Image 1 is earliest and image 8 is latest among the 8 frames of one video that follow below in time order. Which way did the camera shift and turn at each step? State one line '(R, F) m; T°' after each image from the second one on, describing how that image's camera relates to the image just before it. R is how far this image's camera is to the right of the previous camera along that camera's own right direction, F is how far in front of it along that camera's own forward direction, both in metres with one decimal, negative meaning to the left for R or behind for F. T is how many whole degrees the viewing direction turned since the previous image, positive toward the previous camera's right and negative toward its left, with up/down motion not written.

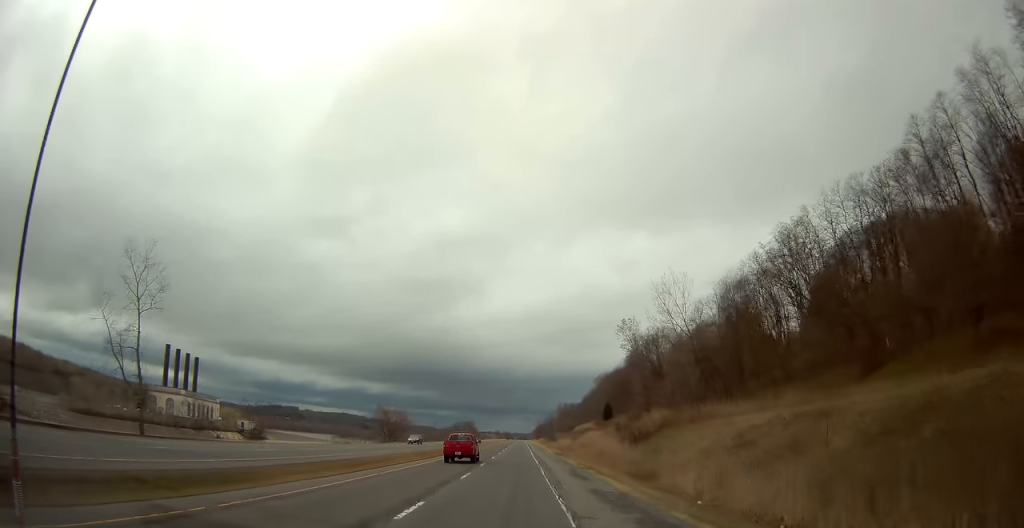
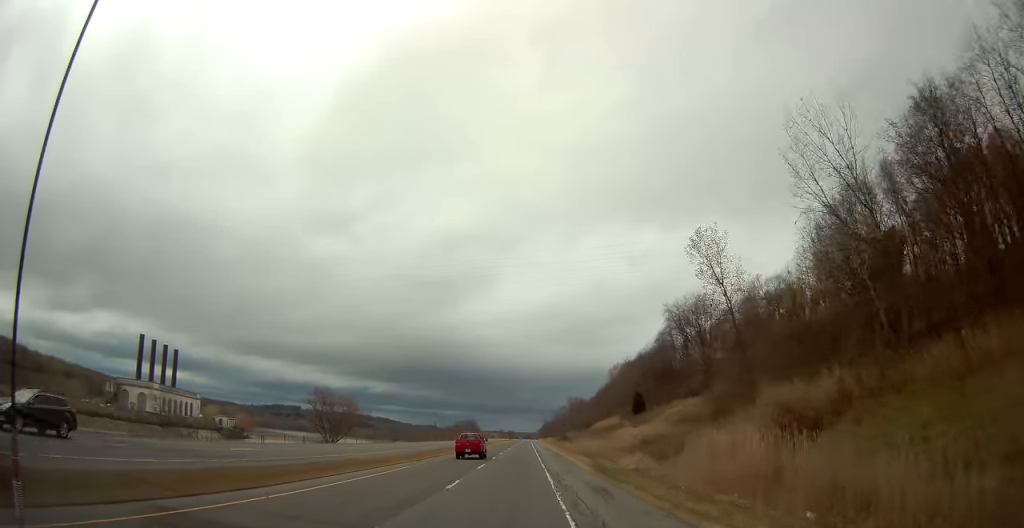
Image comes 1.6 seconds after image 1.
(-0.1, +41.7) m; 0°
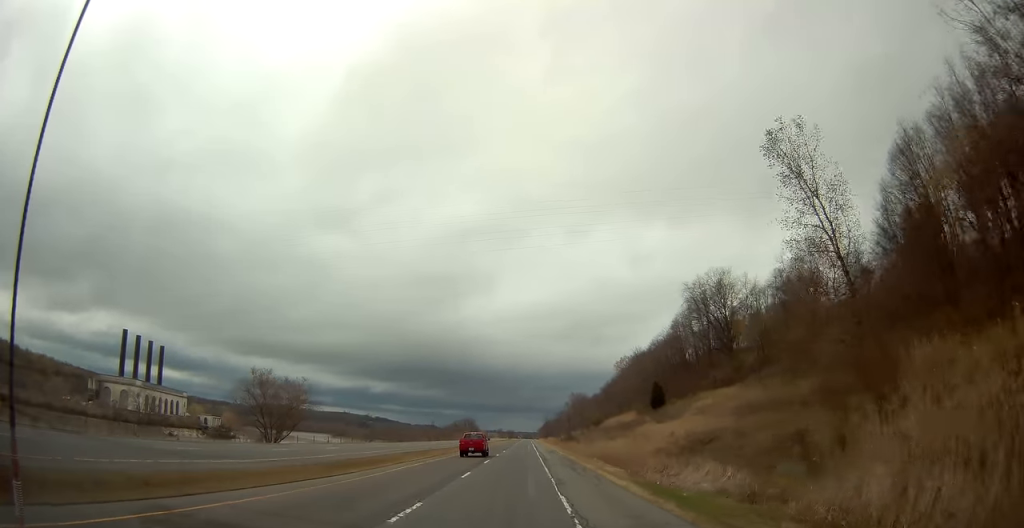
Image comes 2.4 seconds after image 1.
(-0.1, +20.5) m; 0°
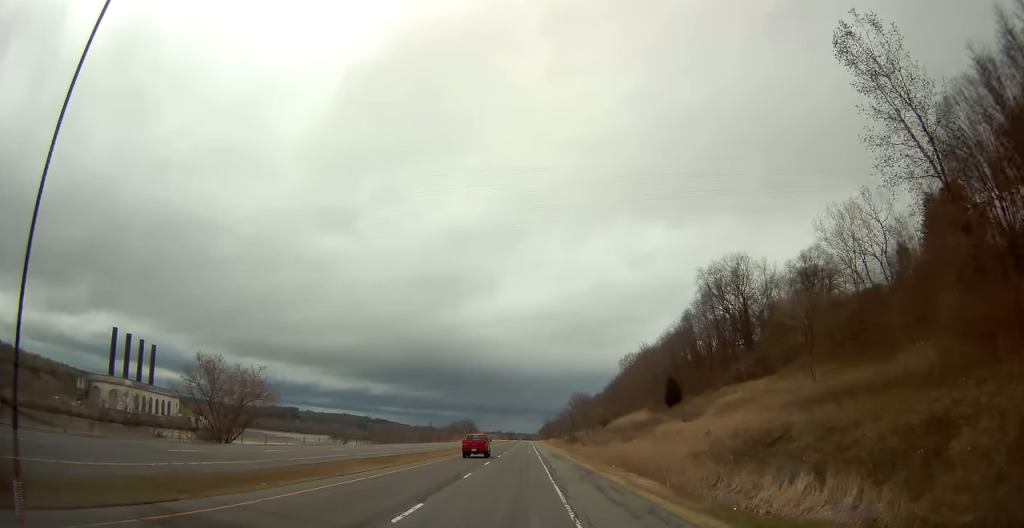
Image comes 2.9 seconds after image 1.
(0.0, +11.9) m; 0°
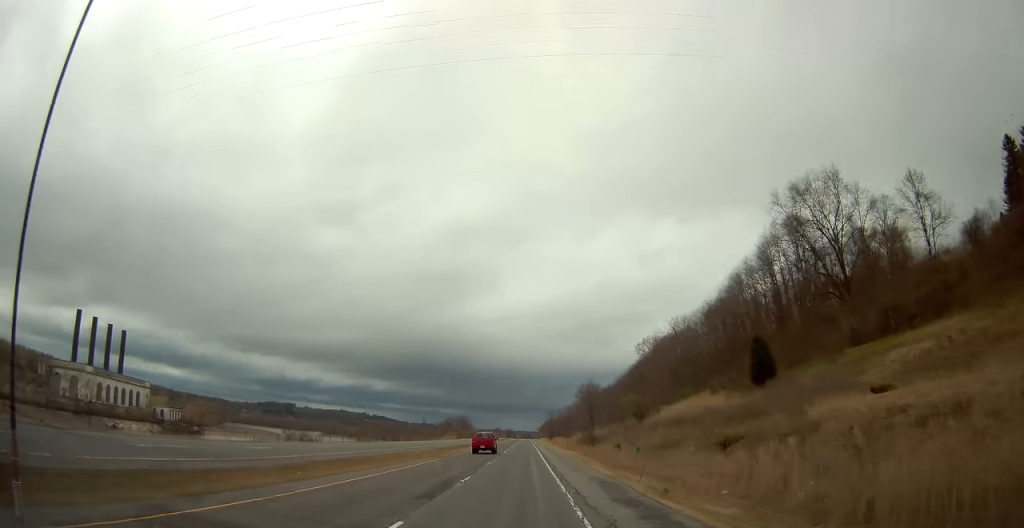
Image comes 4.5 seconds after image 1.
(+0.1, +40.0) m; 0°
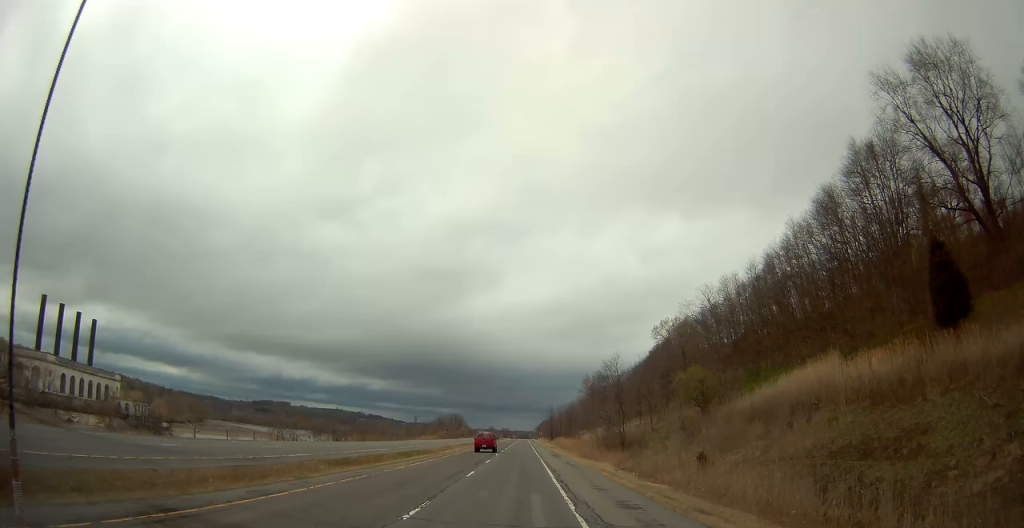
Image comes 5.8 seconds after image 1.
(0.0, +33.3) m; 0°
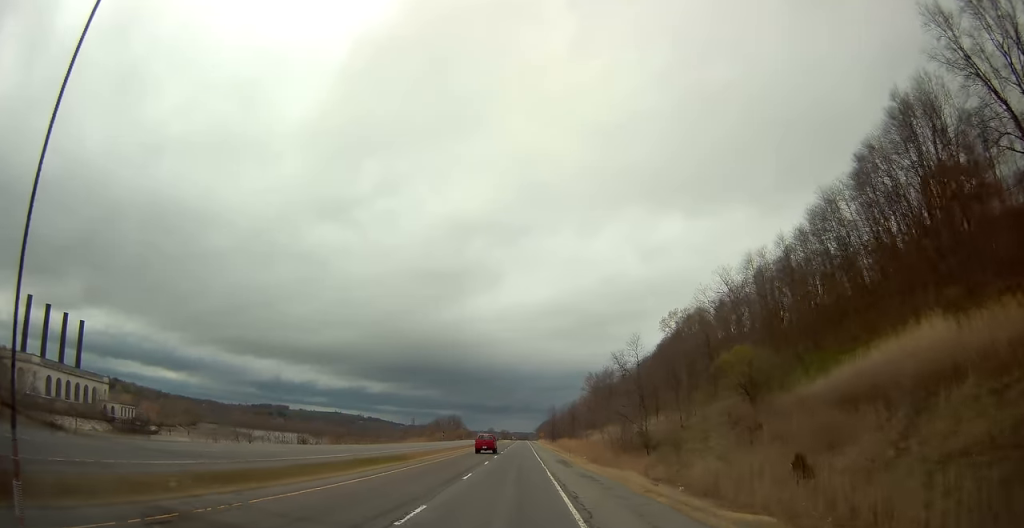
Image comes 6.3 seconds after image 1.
(0.0, +12.8) m; 0°
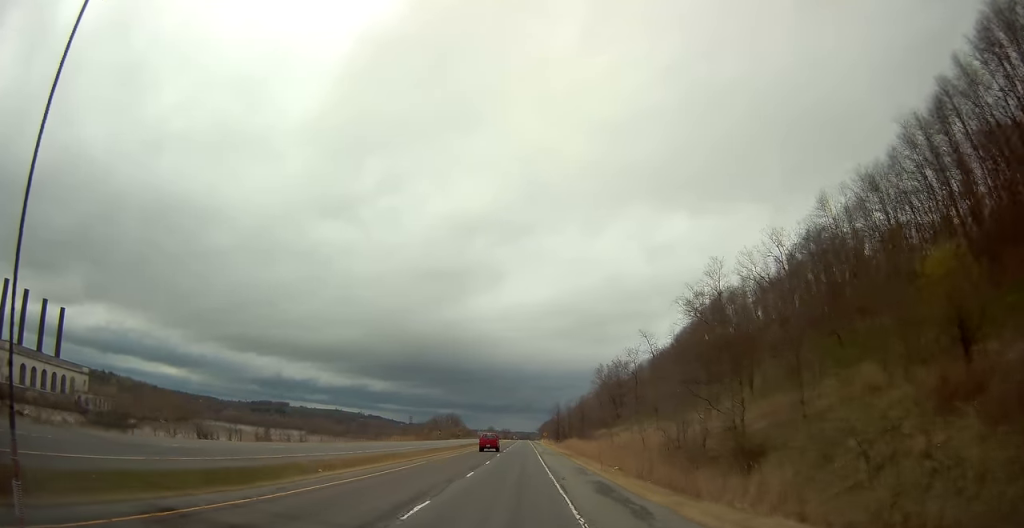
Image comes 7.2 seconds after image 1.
(0.0, +23.8) m; 0°
